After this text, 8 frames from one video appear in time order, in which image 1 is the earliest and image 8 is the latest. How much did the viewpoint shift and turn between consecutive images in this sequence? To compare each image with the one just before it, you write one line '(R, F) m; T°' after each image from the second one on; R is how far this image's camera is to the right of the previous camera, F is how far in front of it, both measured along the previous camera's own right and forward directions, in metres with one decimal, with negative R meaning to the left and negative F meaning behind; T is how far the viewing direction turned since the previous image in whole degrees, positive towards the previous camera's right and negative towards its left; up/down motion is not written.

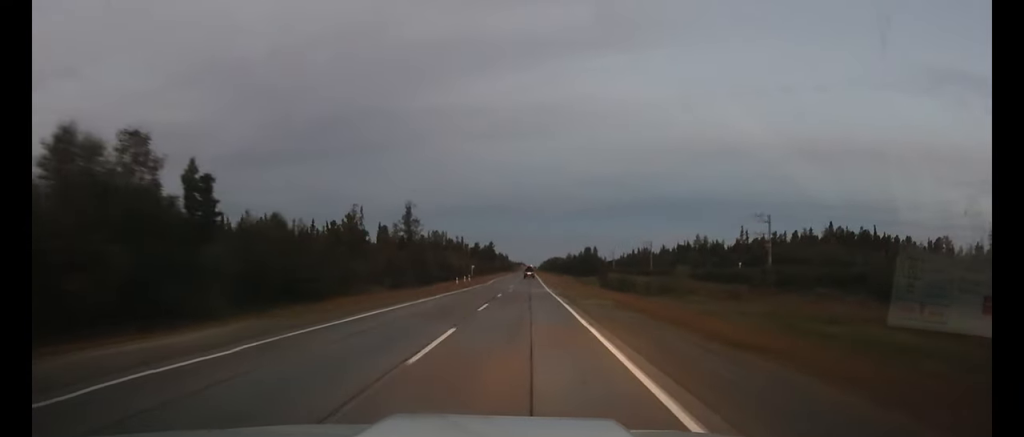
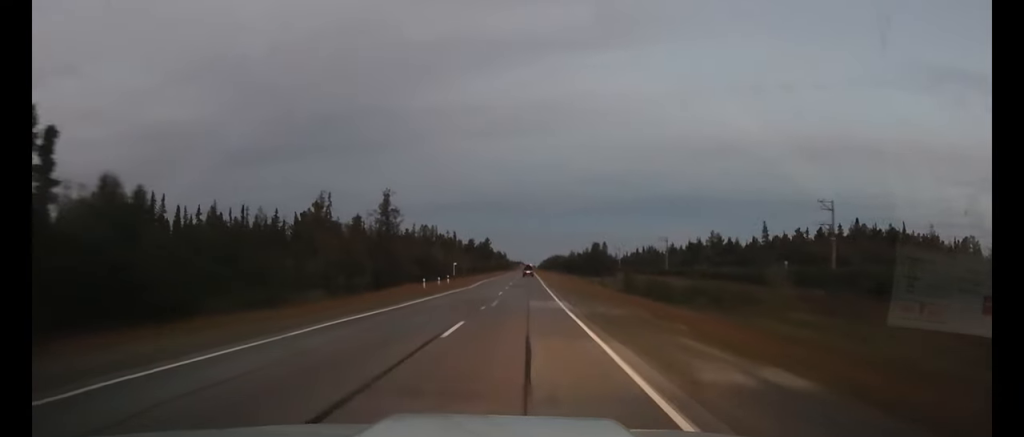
(0.0, +20.9) m; 0°
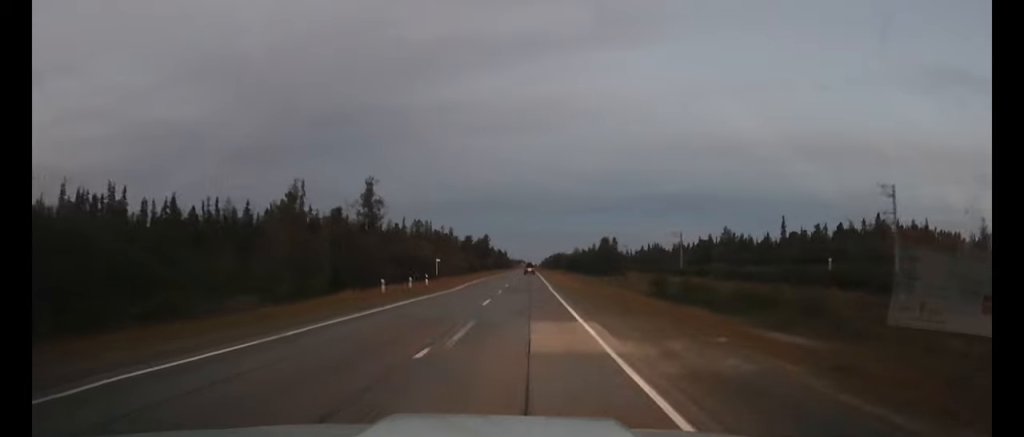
(0.0, +13.8) m; 0°
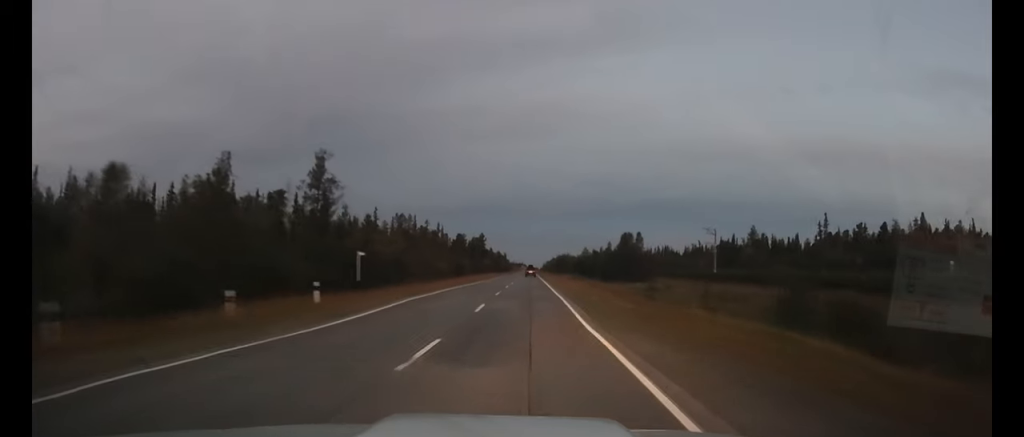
(0.0, +26.2) m; 0°
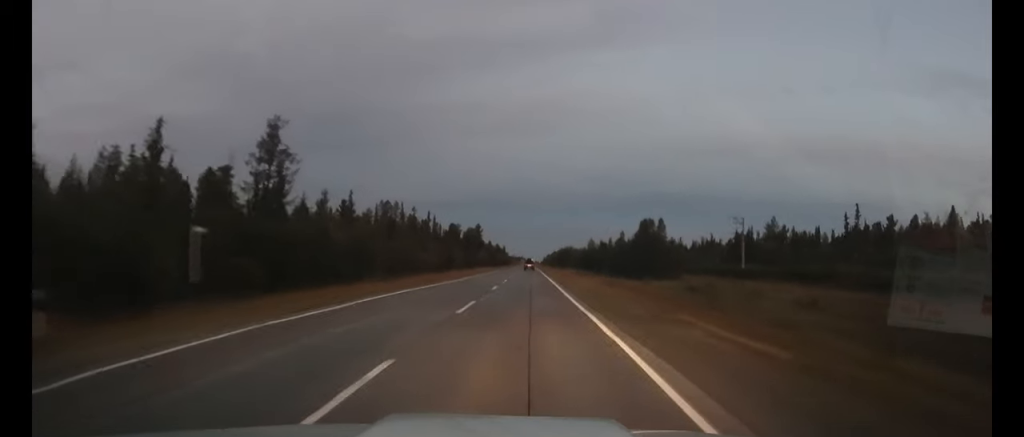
(0.0, +15.9) m; 0°
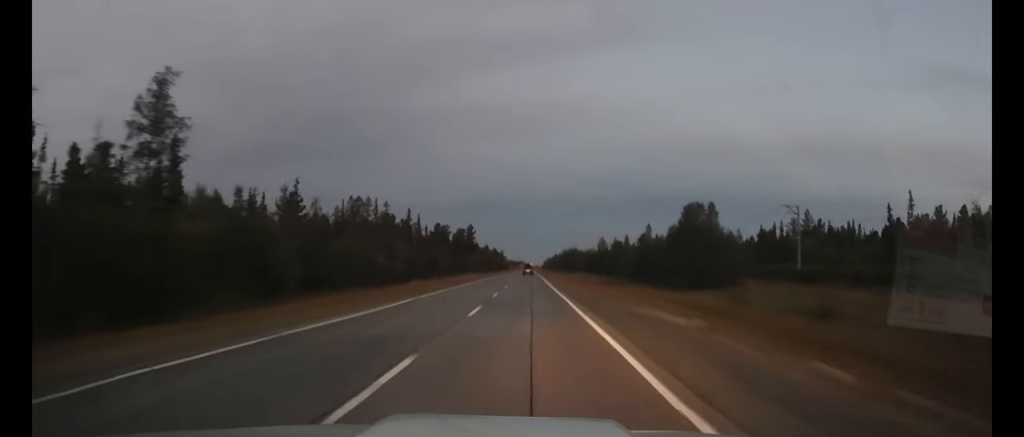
(0.0, +22.8) m; 0°
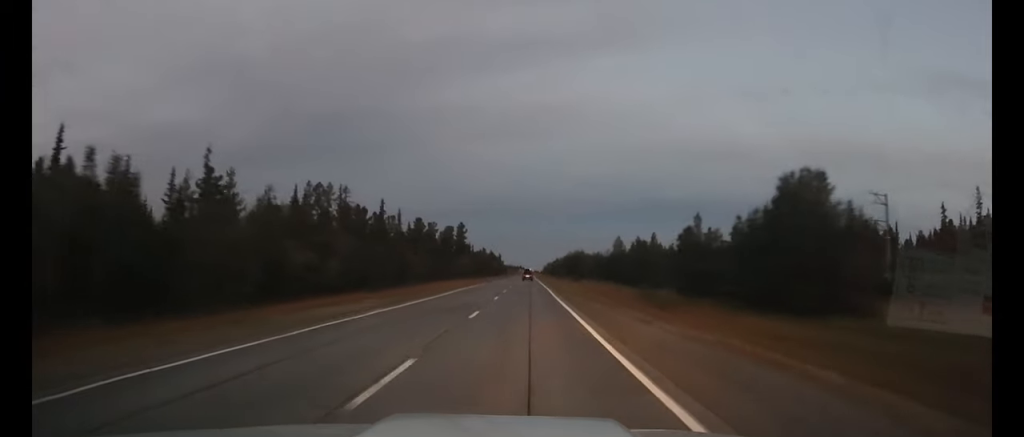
(0.0, +22.9) m; 0°
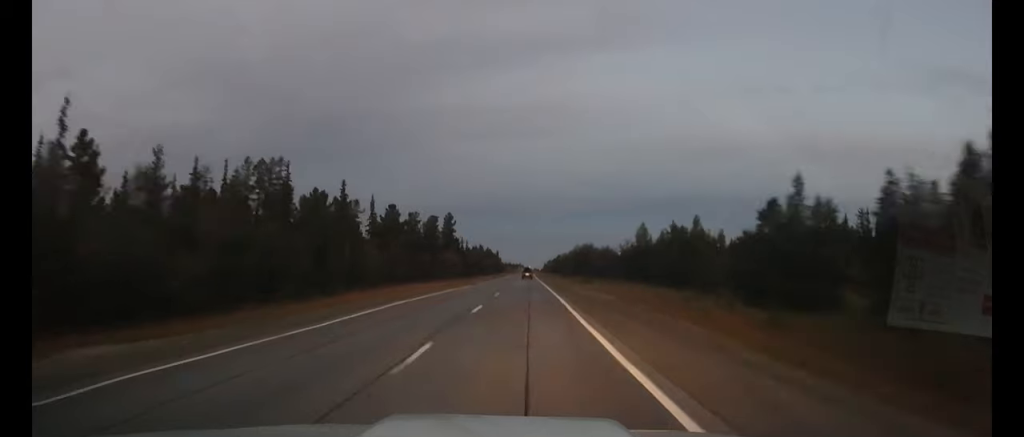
(0.0, +21.6) m; 0°
